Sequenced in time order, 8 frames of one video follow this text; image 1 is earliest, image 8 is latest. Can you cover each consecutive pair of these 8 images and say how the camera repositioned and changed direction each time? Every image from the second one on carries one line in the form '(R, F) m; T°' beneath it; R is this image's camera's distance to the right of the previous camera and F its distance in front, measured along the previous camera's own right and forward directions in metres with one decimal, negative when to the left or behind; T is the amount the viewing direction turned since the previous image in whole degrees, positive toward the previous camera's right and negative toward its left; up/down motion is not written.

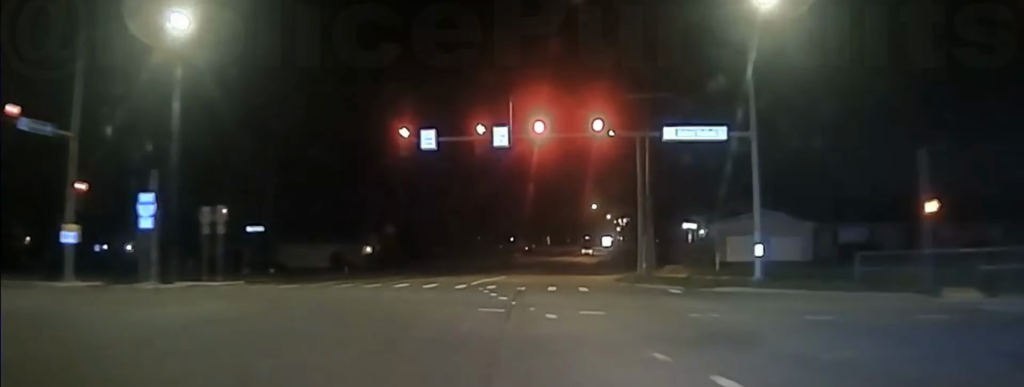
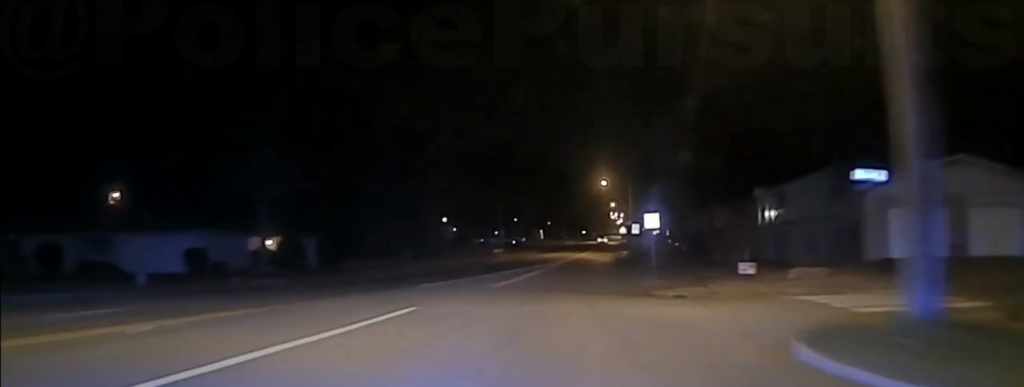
(-0.2, +45.8) m; +1°
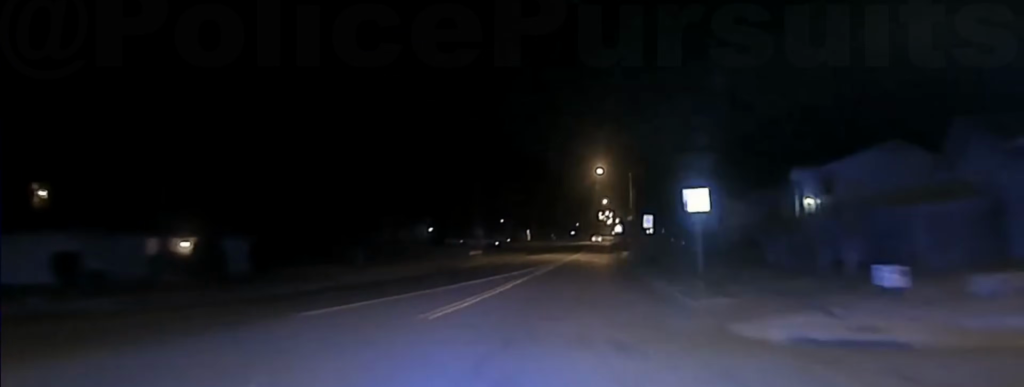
(+0.2, +14.4) m; +1°
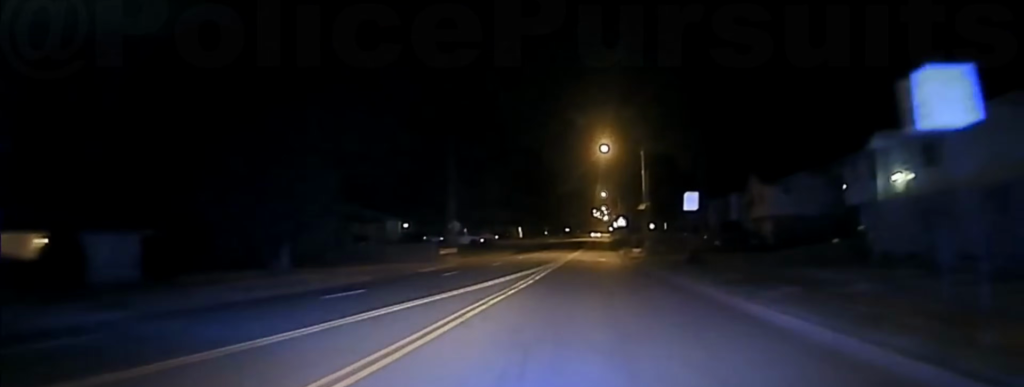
(+0.1, +15.1) m; +1°
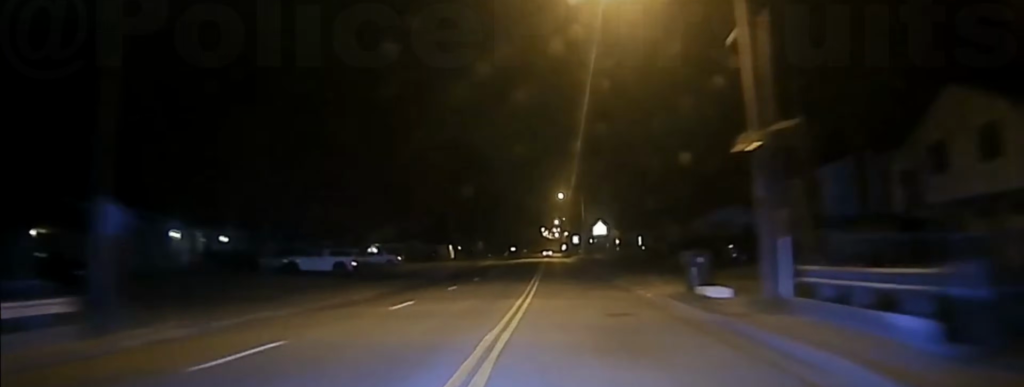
(+0.5, +42.9) m; +1°
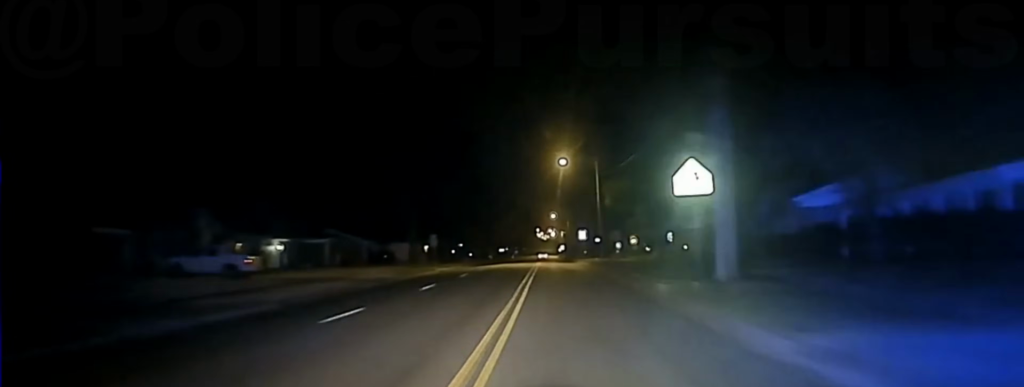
(0.0, +44.5) m; 0°
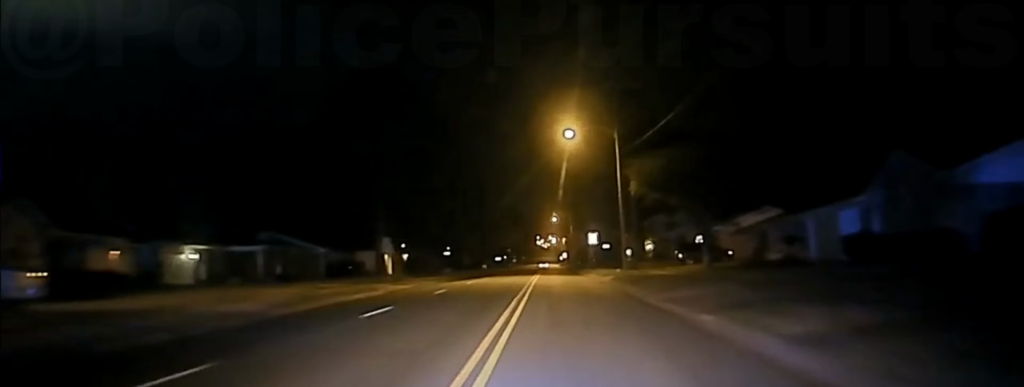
(0.0, +23.0) m; 0°
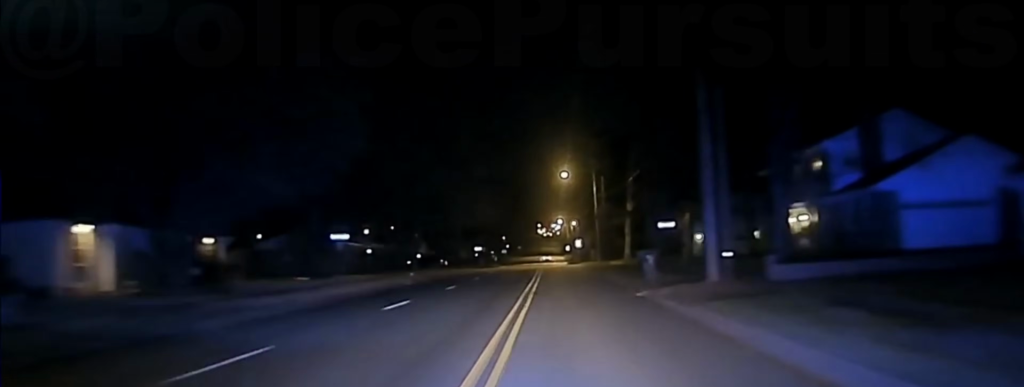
(0.0, +79.6) m; 0°
